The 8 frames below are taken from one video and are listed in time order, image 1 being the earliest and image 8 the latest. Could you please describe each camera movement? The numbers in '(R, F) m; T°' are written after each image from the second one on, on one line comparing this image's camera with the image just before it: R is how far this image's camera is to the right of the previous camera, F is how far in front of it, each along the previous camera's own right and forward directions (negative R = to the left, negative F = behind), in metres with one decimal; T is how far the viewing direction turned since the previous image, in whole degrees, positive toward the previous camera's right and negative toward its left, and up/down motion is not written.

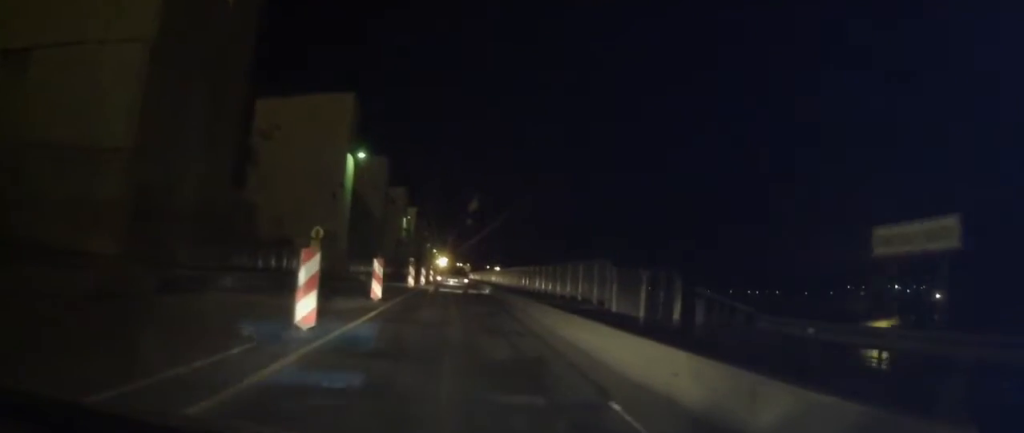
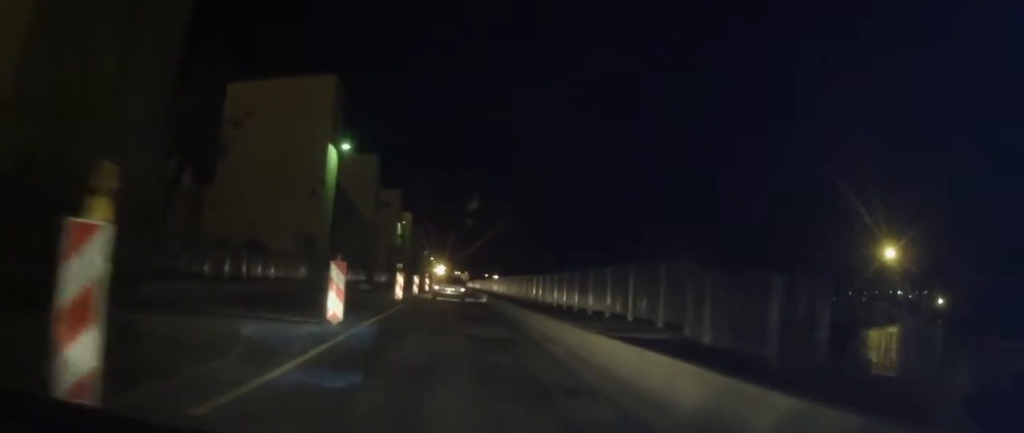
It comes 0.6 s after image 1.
(+0.2, +5.6) m; +1°
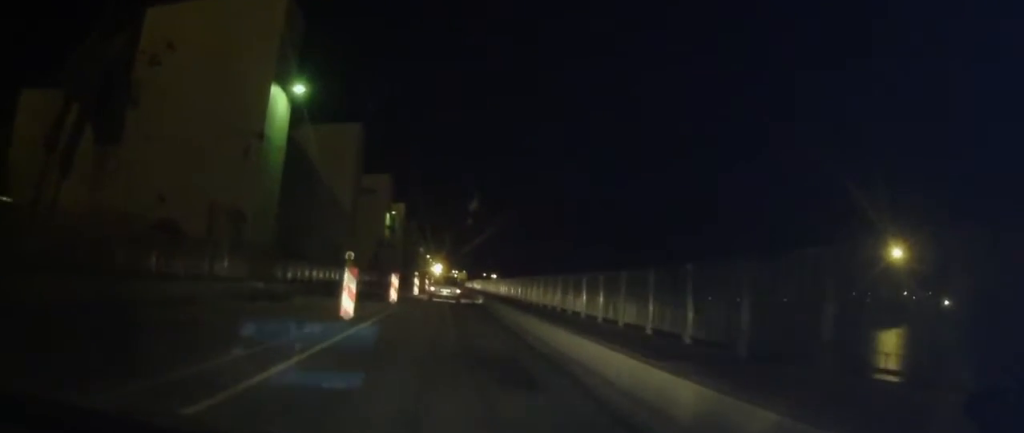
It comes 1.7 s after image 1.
(-0.3, +11.3) m; 0°
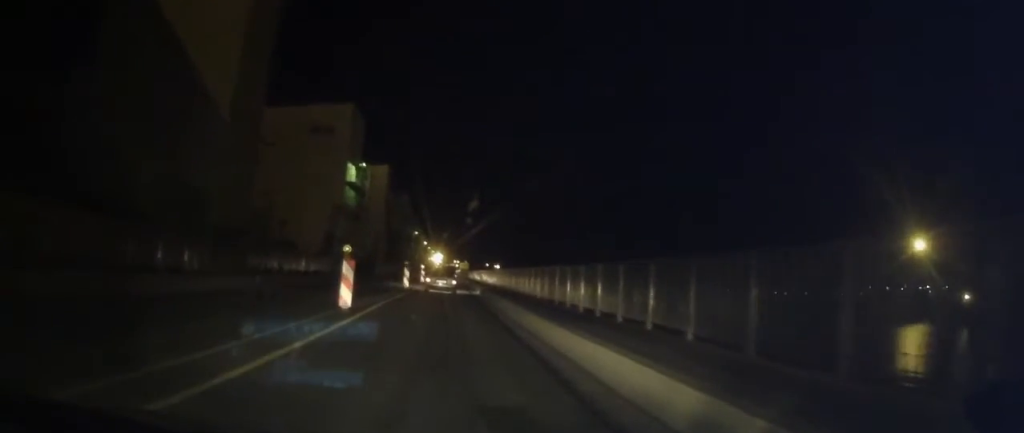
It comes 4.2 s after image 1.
(+0.3, +25.8) m; 0°
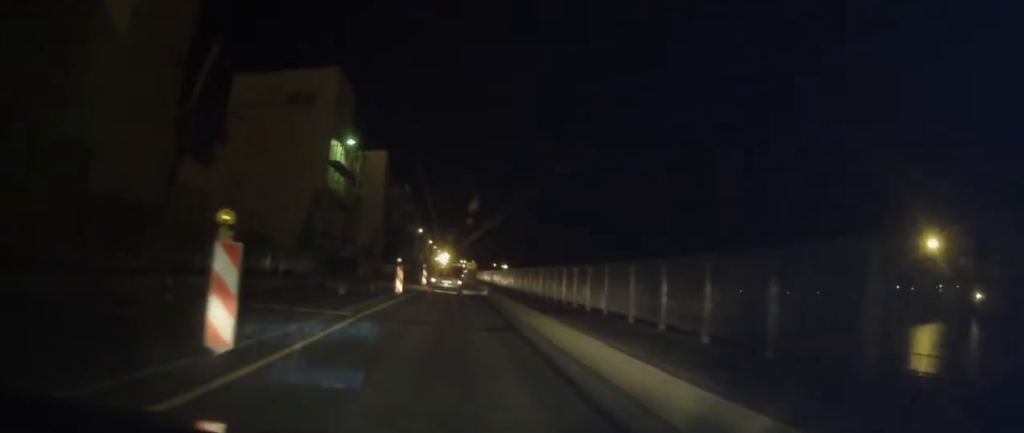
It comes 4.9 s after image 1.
(0.0, +7.9) m; +1°
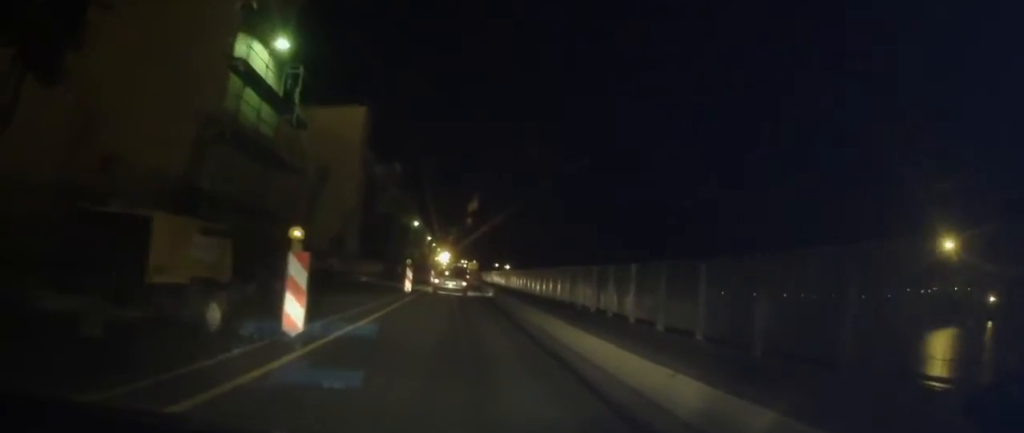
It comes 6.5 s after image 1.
(+0.3, +17.0) m; -1°
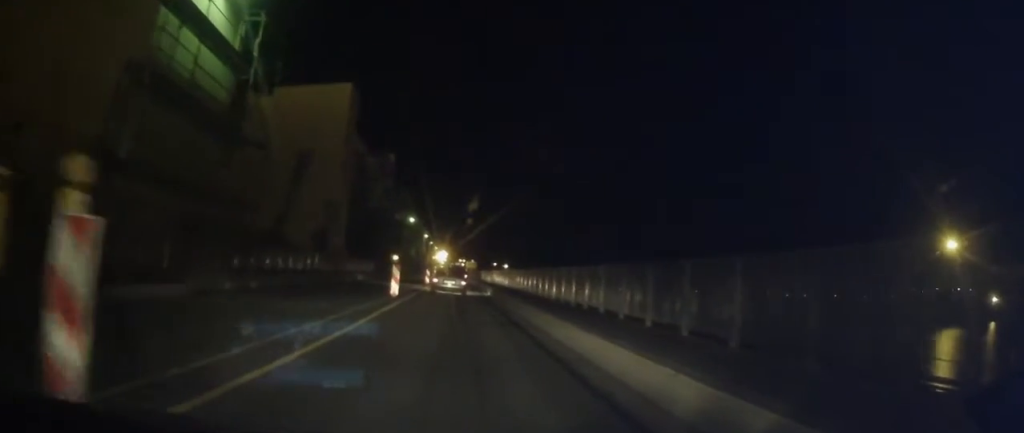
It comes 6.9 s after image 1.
(-0.3, +5.3) m; -1°
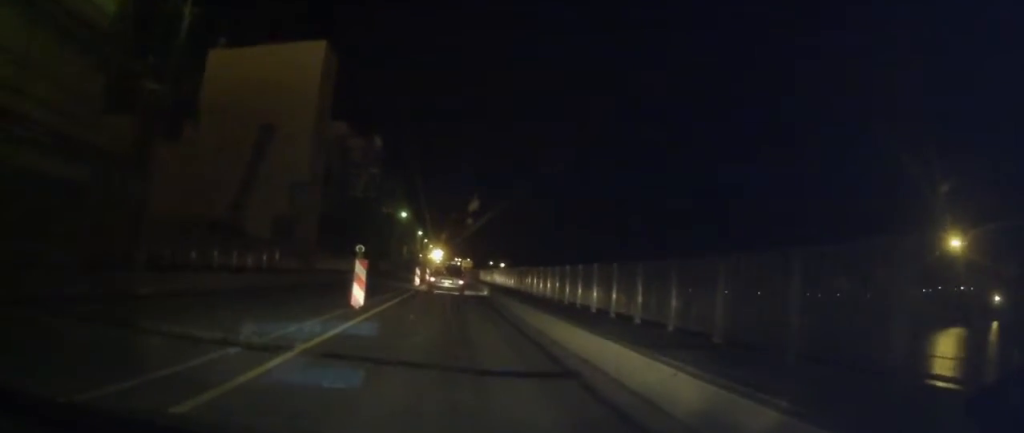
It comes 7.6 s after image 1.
(-0.2, +7.6) m; -1°
